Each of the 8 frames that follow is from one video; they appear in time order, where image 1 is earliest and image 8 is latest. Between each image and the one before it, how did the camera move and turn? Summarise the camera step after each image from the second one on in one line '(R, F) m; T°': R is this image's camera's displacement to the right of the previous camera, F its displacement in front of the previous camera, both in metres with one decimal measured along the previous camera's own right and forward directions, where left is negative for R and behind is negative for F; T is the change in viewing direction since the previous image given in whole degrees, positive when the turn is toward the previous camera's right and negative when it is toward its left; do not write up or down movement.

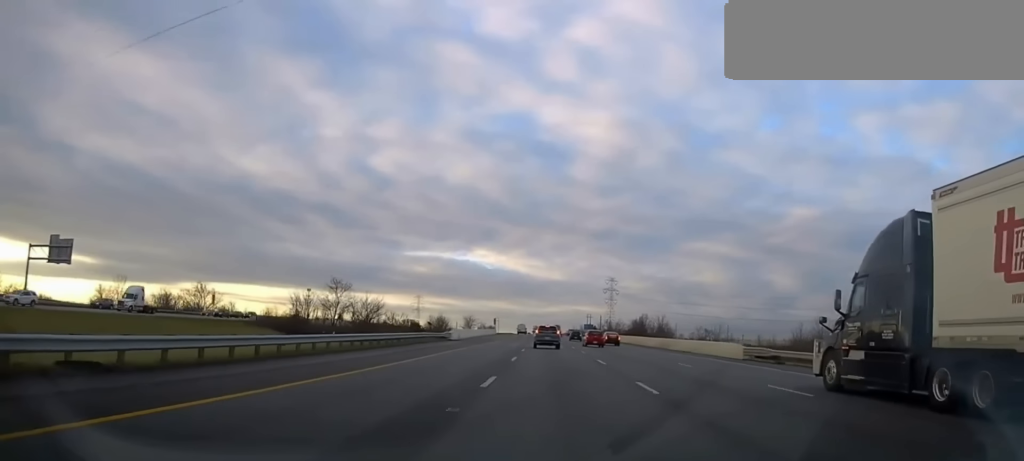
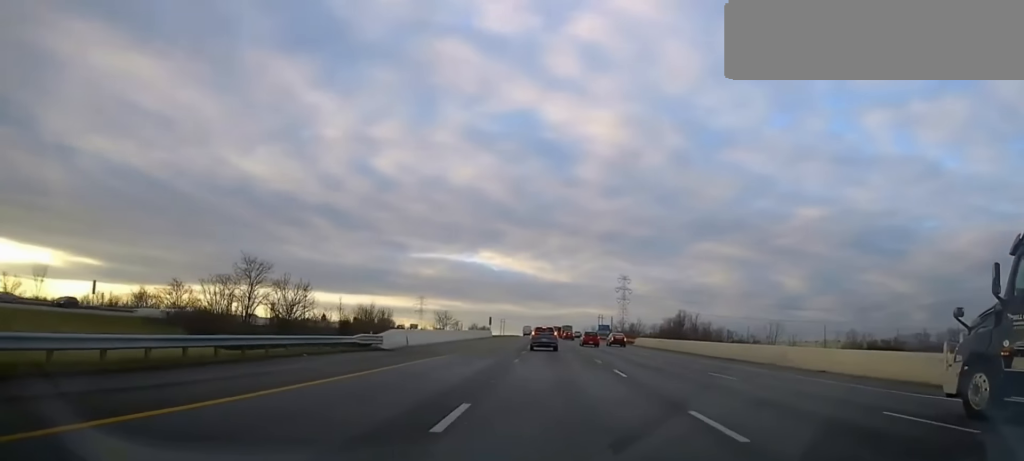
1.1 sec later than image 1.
(-0.1, +31.2) m; -1°
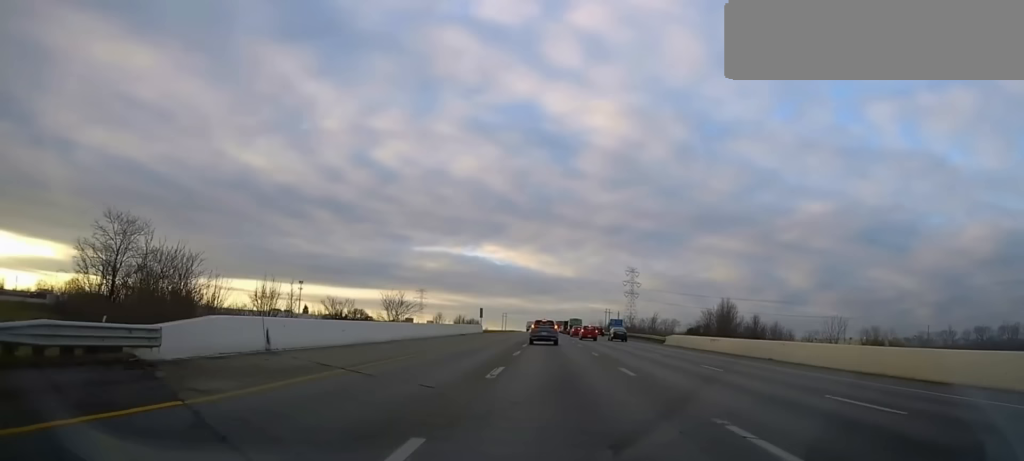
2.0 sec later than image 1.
(-0.4, +23.6) m; -2°
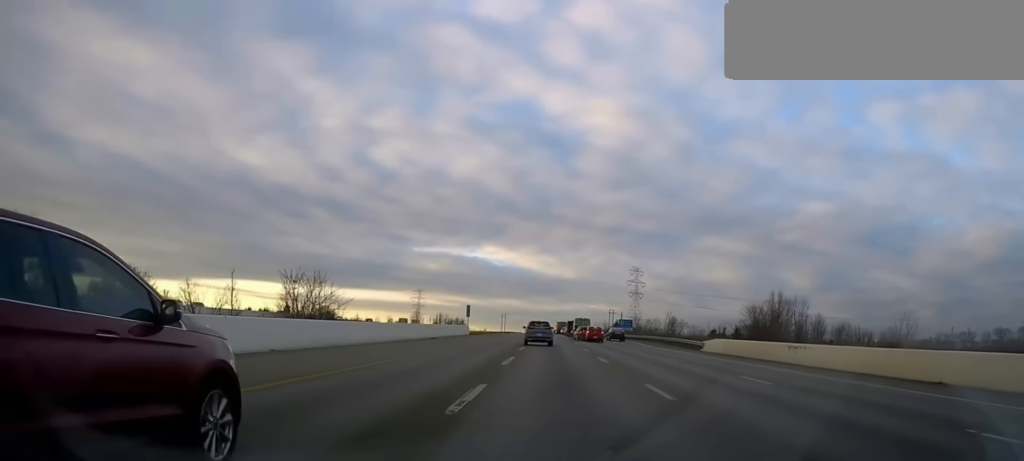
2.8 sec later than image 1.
(-0.3, +19.7) m; -1°
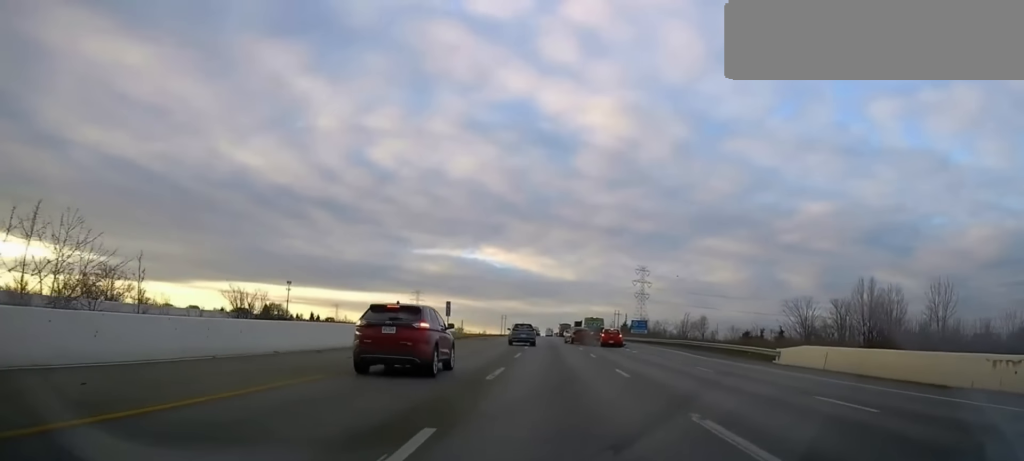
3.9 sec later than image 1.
(0.0, +21.5) m; +1°
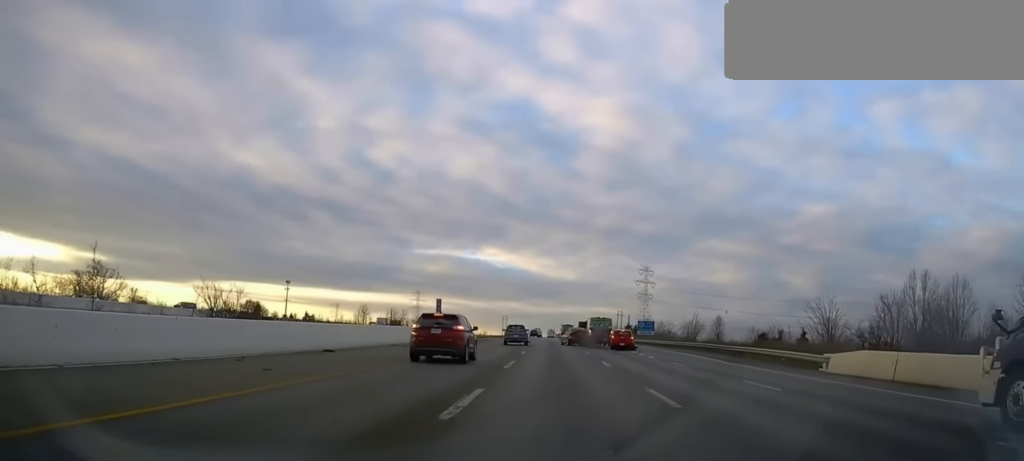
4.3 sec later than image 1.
(0.0, +7.9) m; +1°
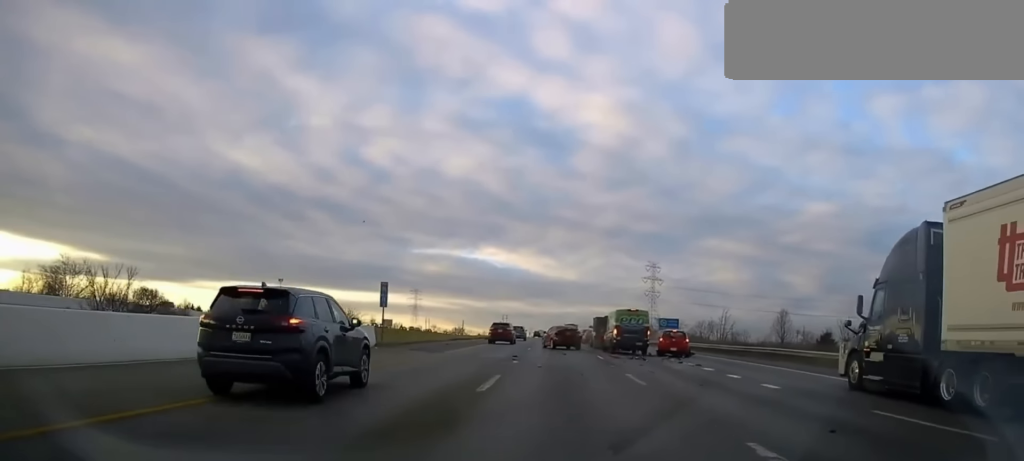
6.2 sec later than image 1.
(+0.4, +24.1) m; -1°
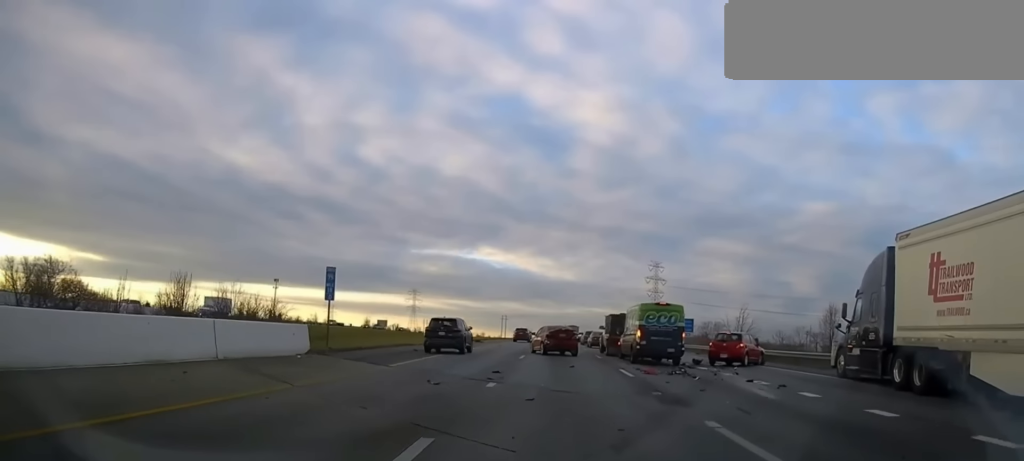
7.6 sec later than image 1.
(-0.2, +11.7) m; -1°
